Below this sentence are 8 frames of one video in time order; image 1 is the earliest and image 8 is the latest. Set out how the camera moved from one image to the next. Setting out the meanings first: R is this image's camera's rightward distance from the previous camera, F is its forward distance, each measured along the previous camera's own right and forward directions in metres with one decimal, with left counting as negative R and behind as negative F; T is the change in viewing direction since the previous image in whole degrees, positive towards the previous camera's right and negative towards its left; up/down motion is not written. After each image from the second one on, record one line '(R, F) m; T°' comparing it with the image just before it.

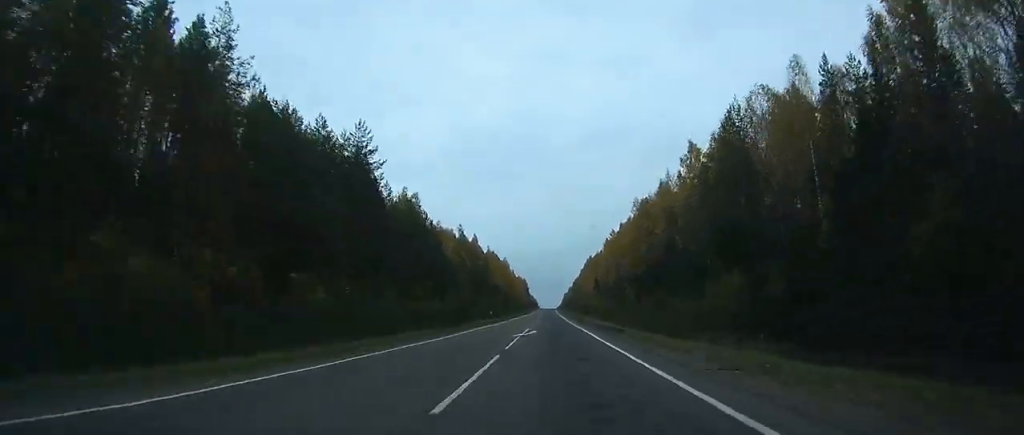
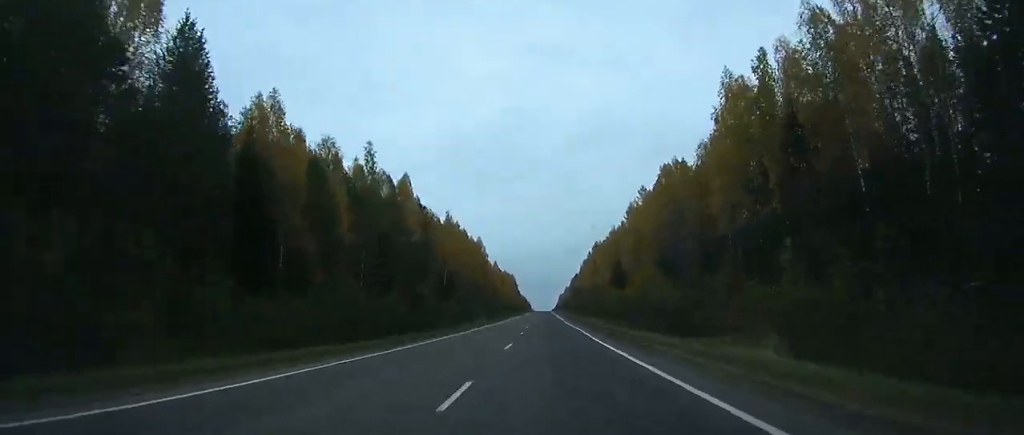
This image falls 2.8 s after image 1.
(+0.3, +75.6) m; 0°
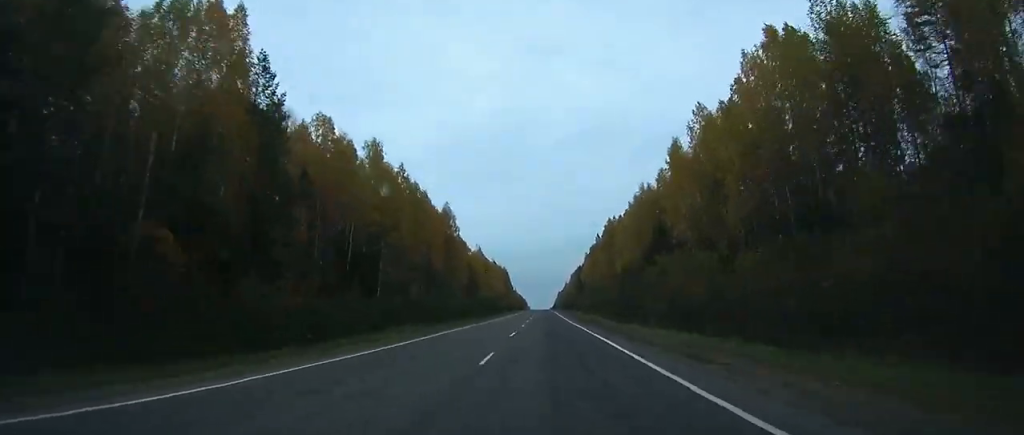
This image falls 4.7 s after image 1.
(+0.1, +56.5) m; 0°
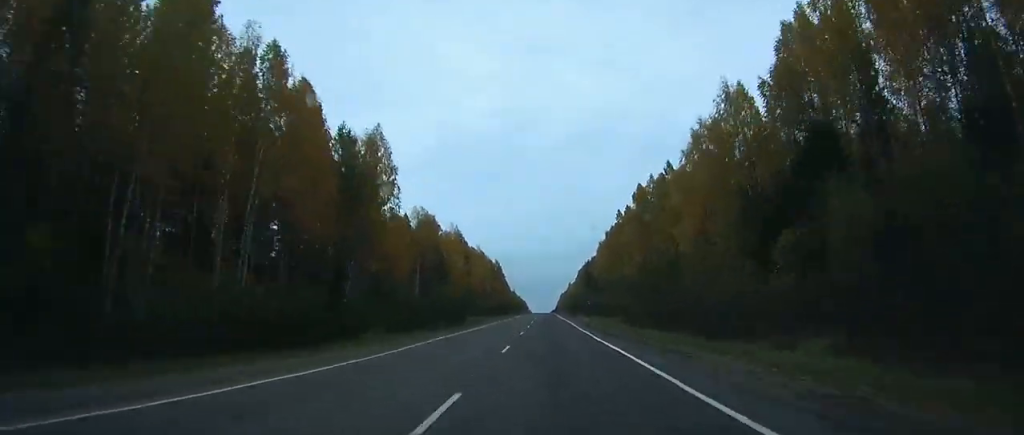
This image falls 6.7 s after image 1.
(-0.2, +56.5) m; 0°
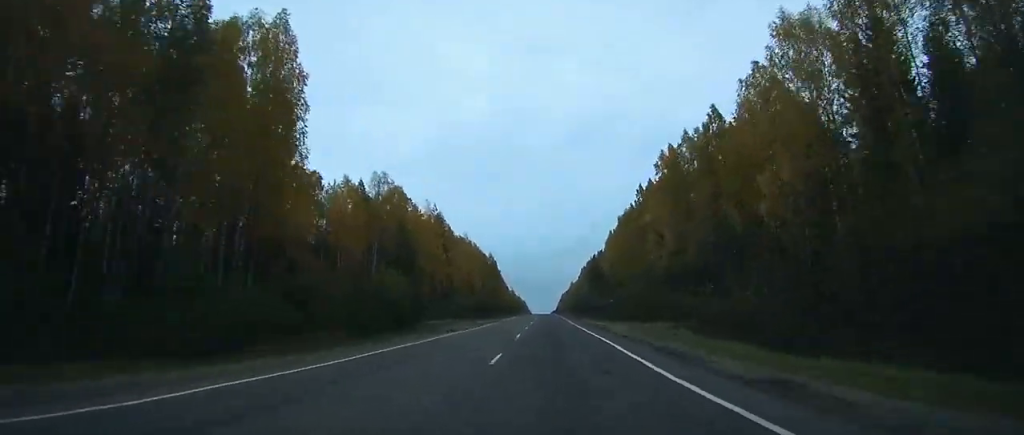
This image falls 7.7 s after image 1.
(0.0, +28.5) m; 0°
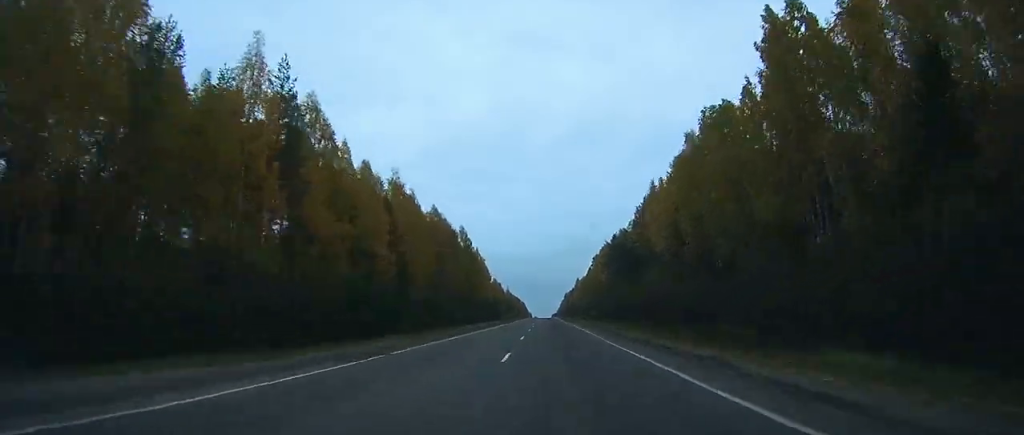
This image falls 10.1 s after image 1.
(0.0, +68.9) m; 0°
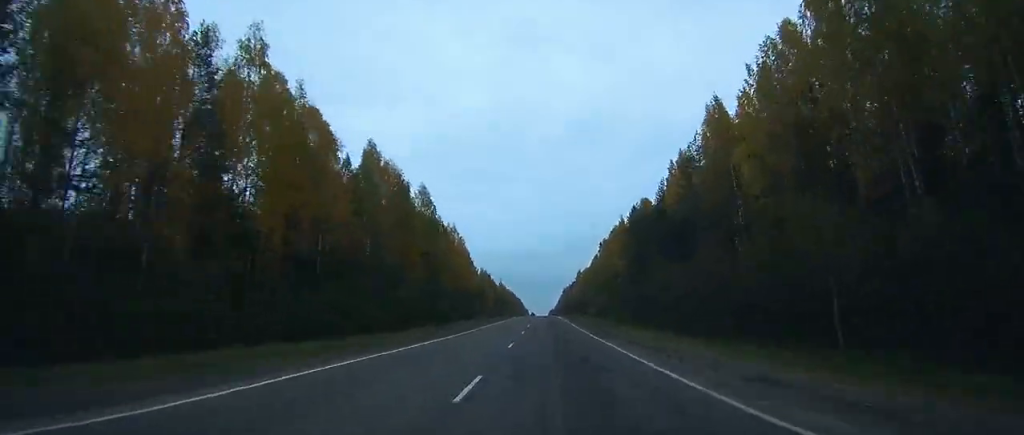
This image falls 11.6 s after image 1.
(0.0, +40.8) m; 0°
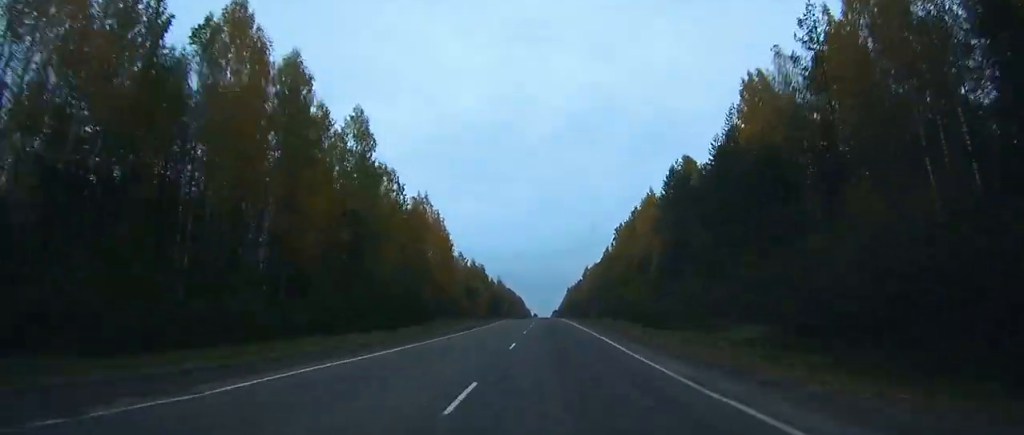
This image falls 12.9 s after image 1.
(0.0, +36.5) m; 0°
